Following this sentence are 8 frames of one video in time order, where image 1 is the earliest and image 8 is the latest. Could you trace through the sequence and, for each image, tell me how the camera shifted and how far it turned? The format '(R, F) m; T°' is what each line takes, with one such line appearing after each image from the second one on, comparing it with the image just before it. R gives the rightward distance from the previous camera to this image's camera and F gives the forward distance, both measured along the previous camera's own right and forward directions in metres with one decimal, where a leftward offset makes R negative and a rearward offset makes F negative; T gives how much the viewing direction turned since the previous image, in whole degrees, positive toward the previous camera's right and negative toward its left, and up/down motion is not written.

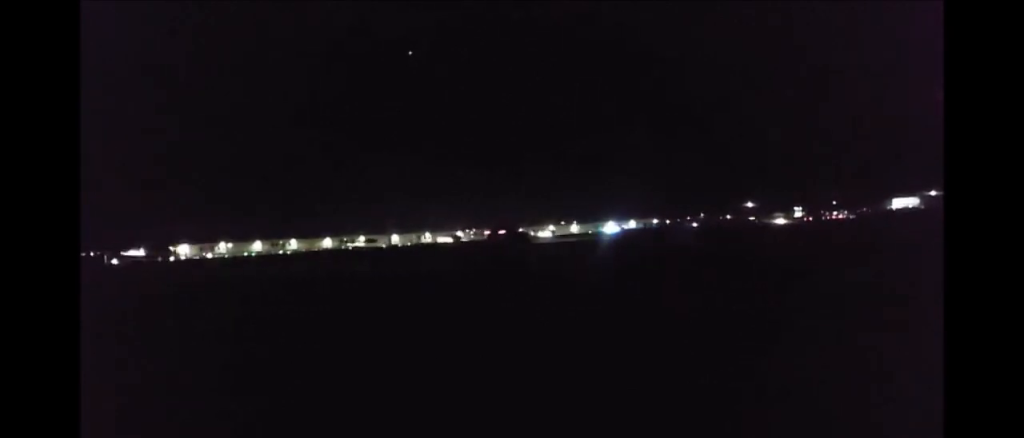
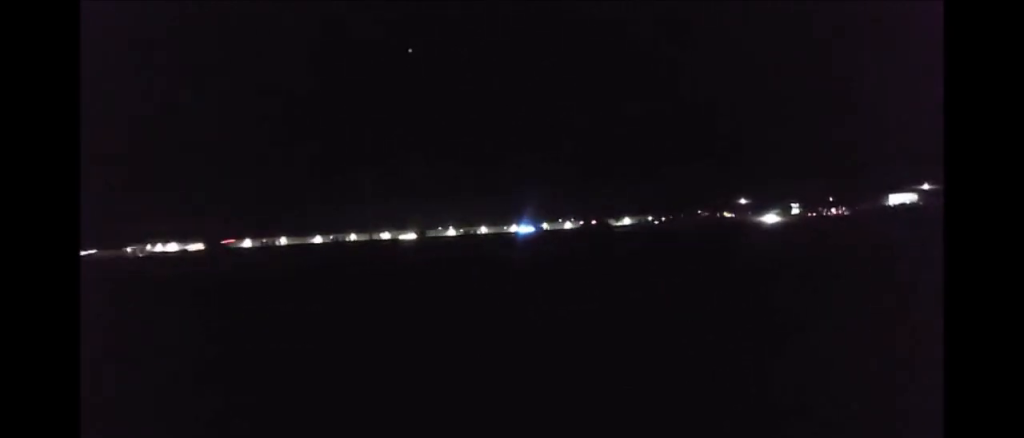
(+0.2, +11.7) m; +1°
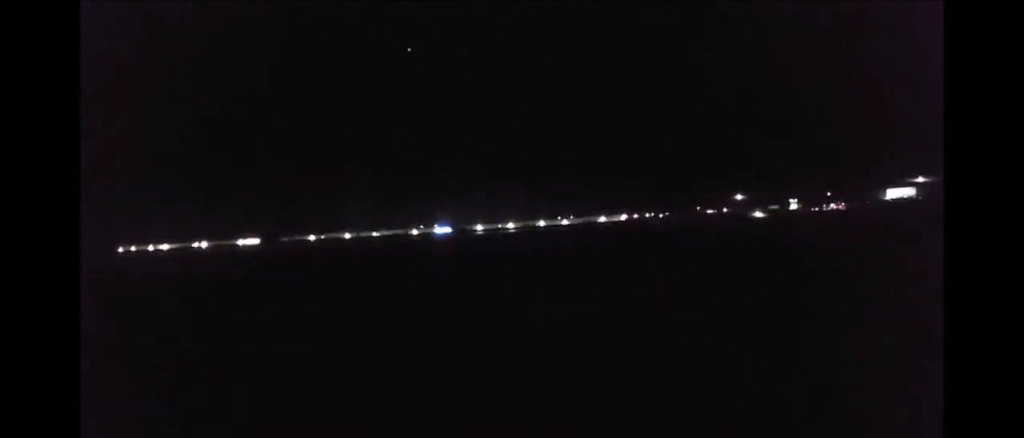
(+0.1, +6.7) m; 0°
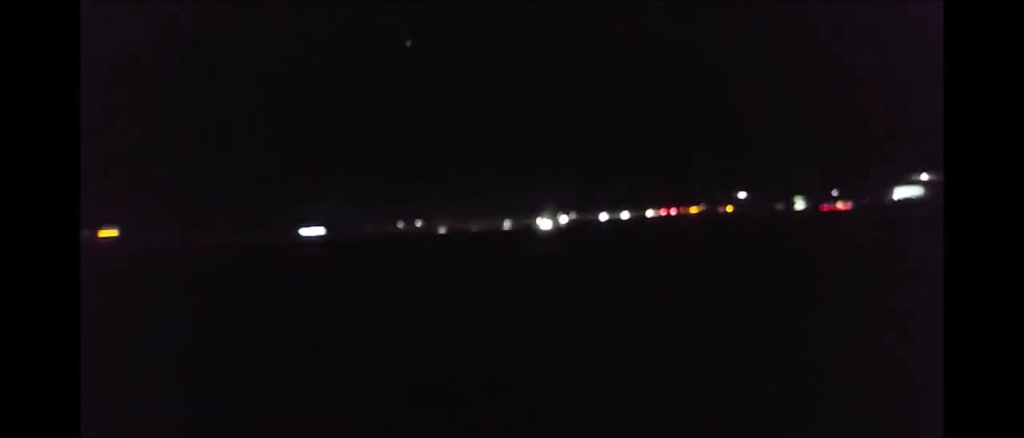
(0.0, +6.9) m; -1°
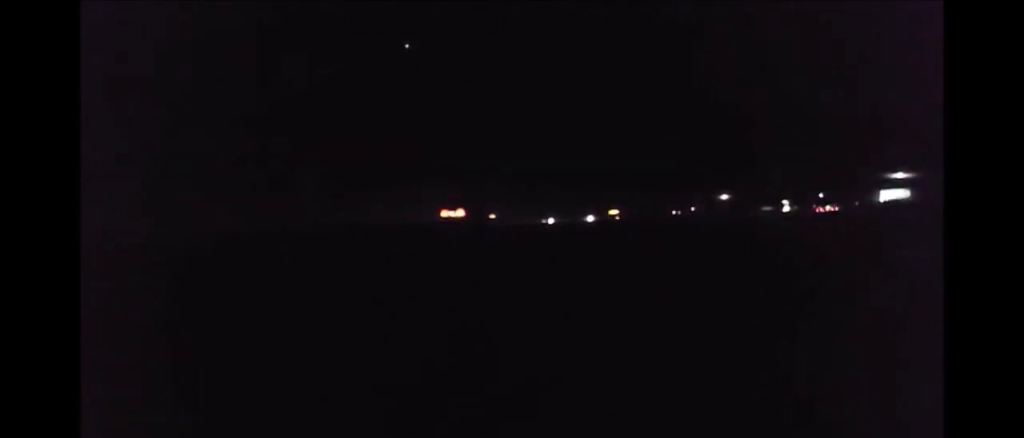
(-0.3, +14.7) m; 0°
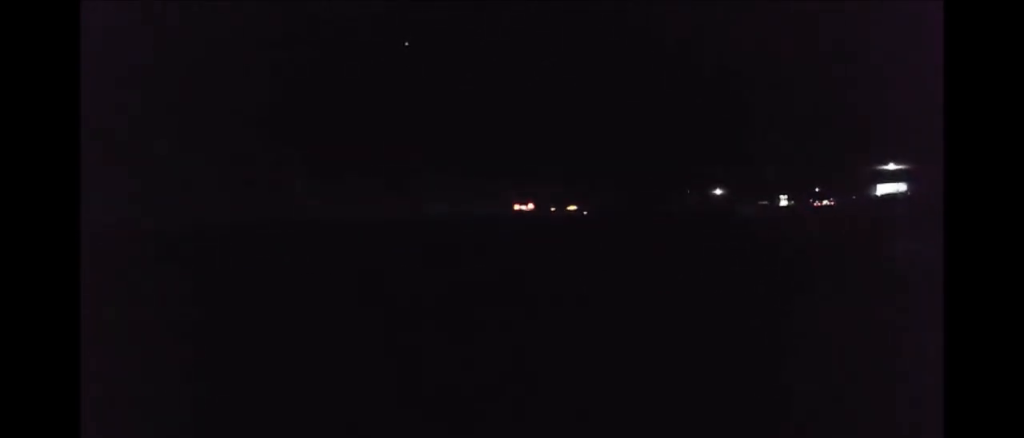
(+0.2, +5.1) m; +1°
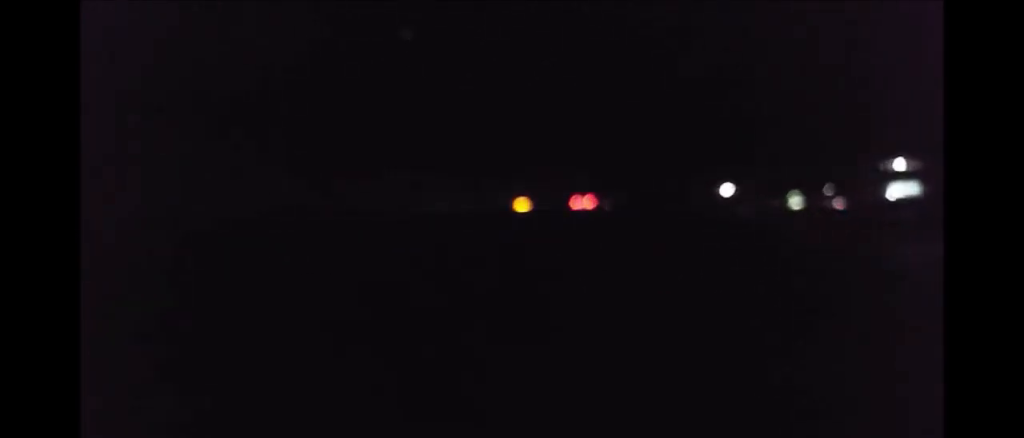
(+0.1, +6.0) m; +1°
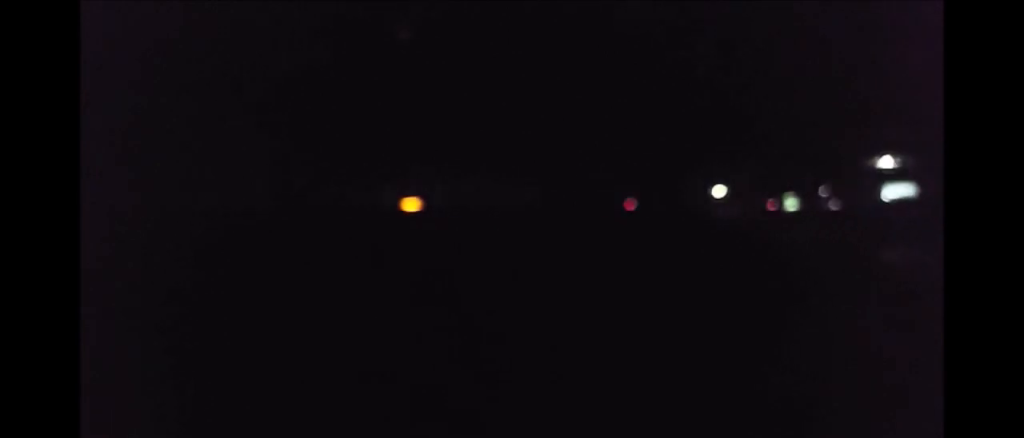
(0.0, +7.1) m; -2°
